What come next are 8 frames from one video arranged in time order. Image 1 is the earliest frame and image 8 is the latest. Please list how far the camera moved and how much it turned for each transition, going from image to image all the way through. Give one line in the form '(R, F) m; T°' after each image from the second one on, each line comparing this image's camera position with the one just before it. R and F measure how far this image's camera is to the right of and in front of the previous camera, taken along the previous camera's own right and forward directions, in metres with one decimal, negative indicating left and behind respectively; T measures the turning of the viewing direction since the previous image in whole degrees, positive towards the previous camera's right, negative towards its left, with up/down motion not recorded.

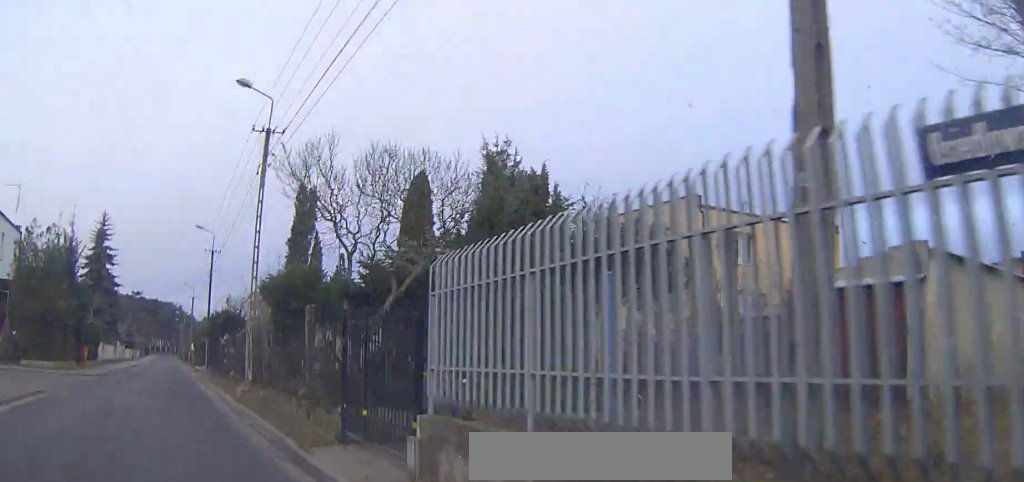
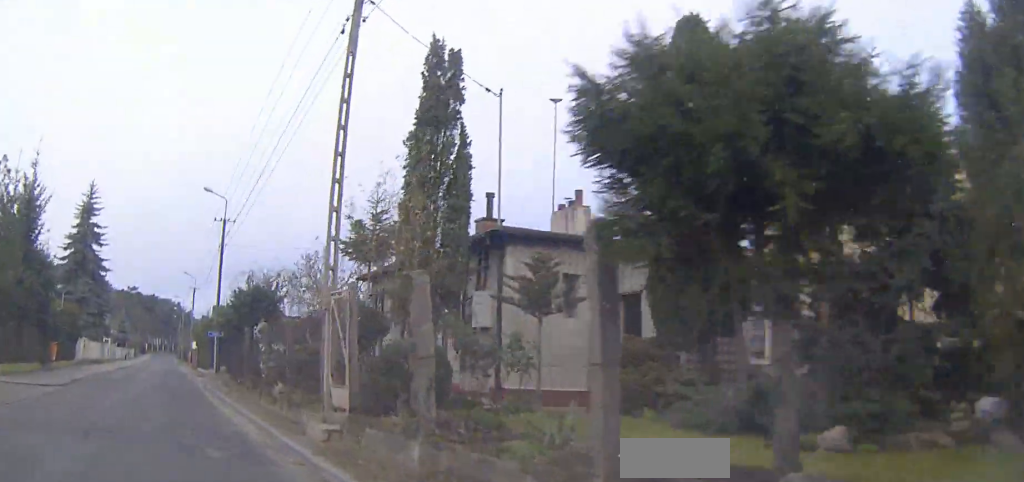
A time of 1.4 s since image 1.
(0.0, +11.8) m; 0°
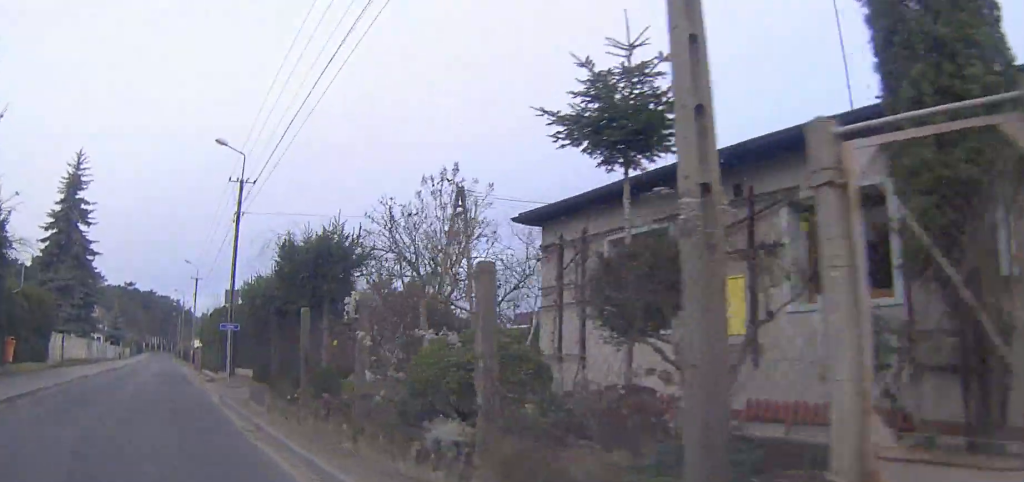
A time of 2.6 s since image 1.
(0.0, +9.3) m; 0°
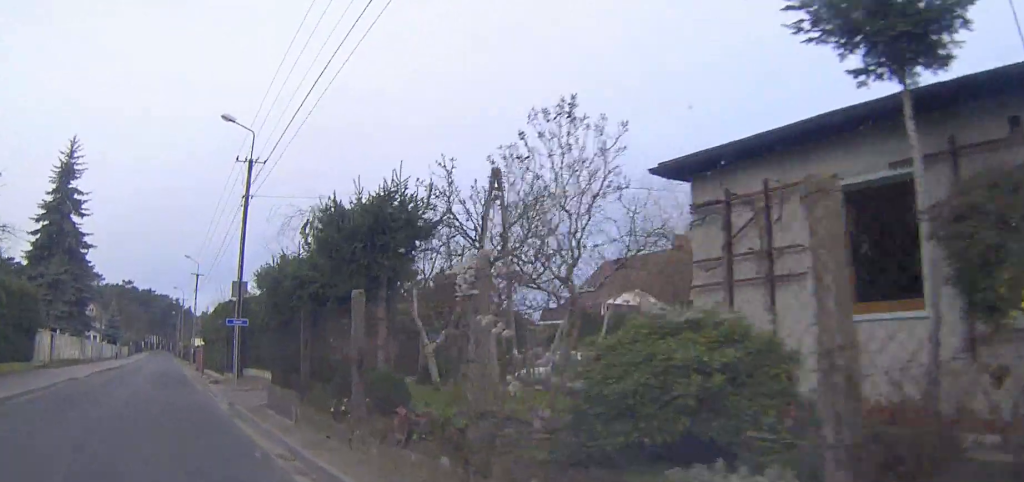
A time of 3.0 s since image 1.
(0.0, +3.6) m; 0°
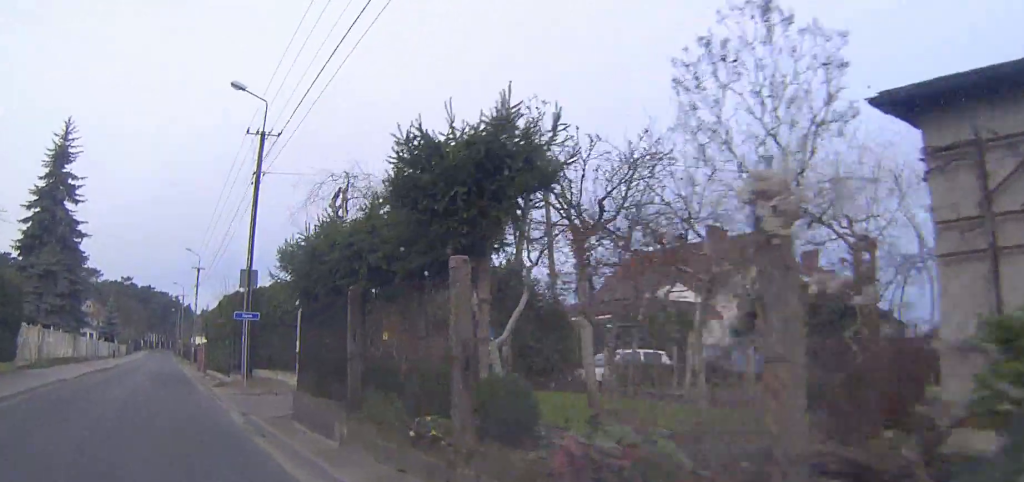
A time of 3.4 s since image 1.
(0.0, +3.3) m; 0°
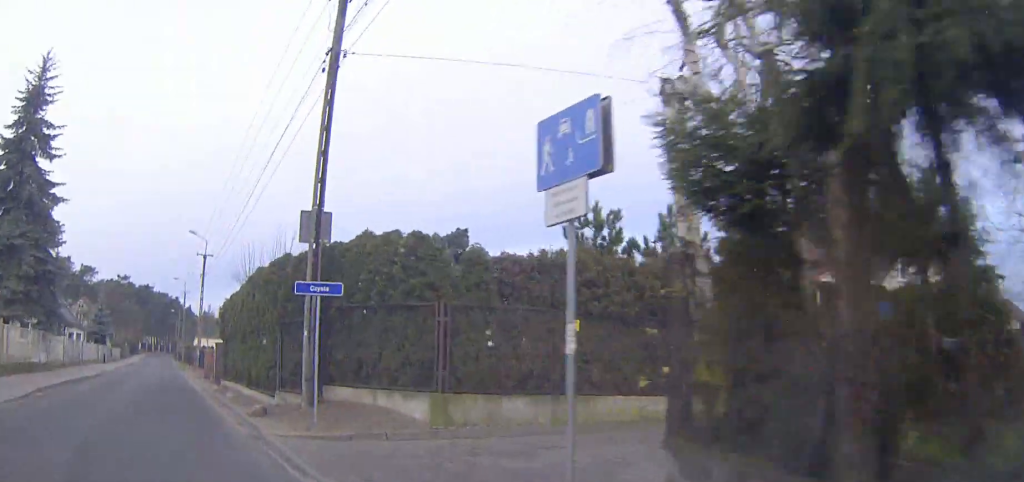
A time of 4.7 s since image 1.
(0.0, +10.9) m; 0°
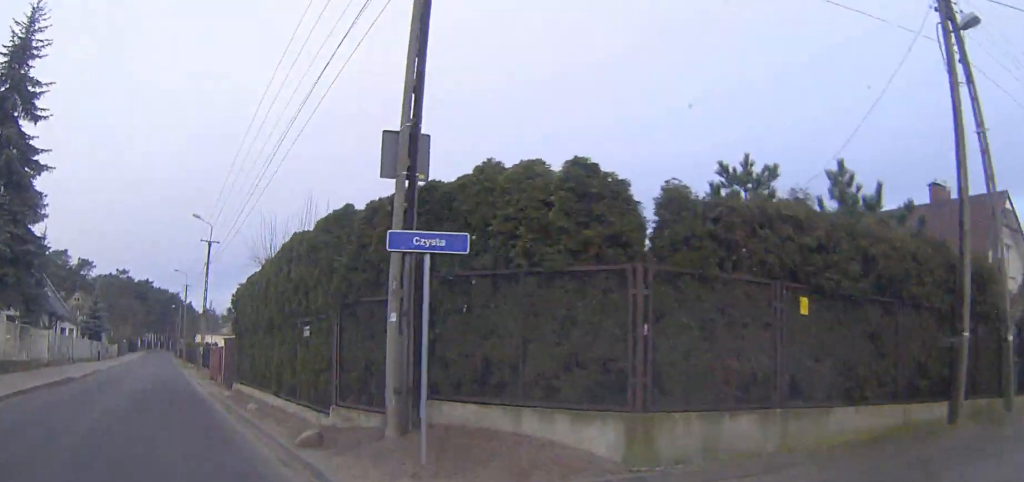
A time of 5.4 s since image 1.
(0.0, +5.2) m; 0°
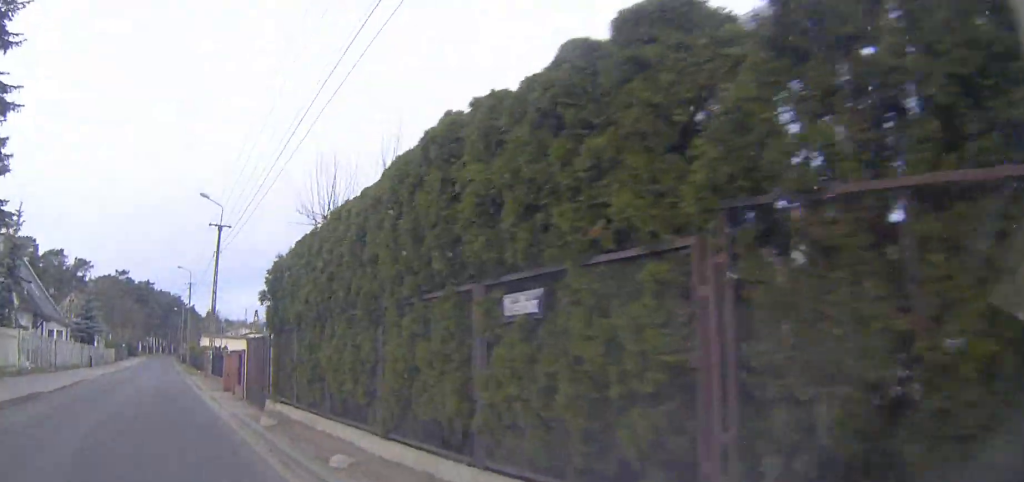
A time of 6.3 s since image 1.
(0.0, +7.6) m; 0°
